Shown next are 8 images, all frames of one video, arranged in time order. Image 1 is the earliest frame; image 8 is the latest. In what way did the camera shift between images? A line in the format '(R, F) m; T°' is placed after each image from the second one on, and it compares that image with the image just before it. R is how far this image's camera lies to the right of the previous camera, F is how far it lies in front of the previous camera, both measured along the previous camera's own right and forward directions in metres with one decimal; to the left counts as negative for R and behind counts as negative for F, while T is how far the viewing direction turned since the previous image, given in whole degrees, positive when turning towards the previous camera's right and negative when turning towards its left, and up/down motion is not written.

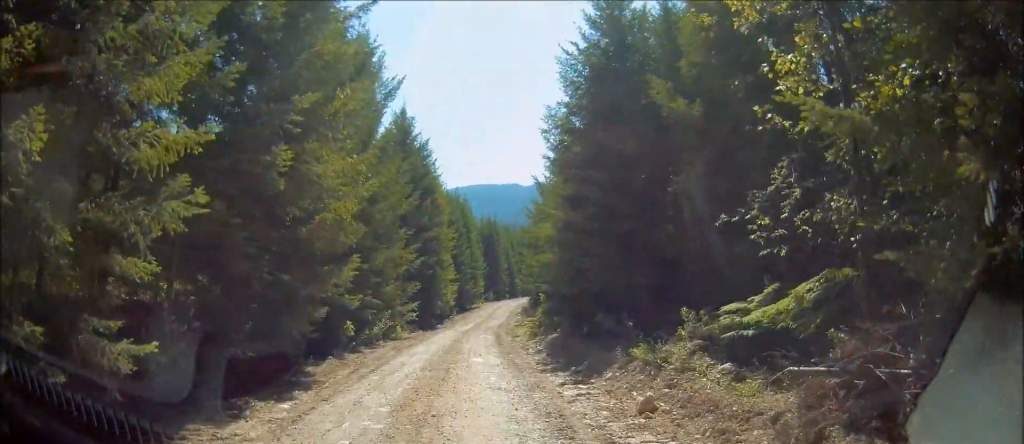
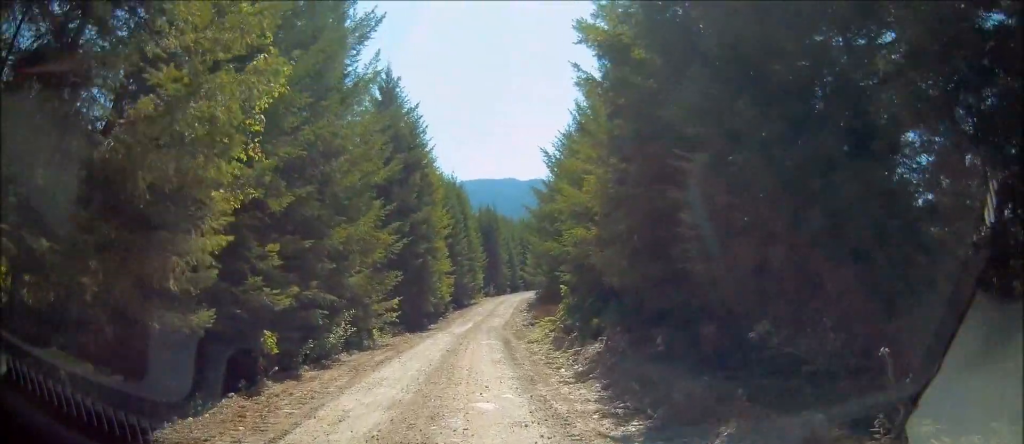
(+0.5, +7.2) m; +3°
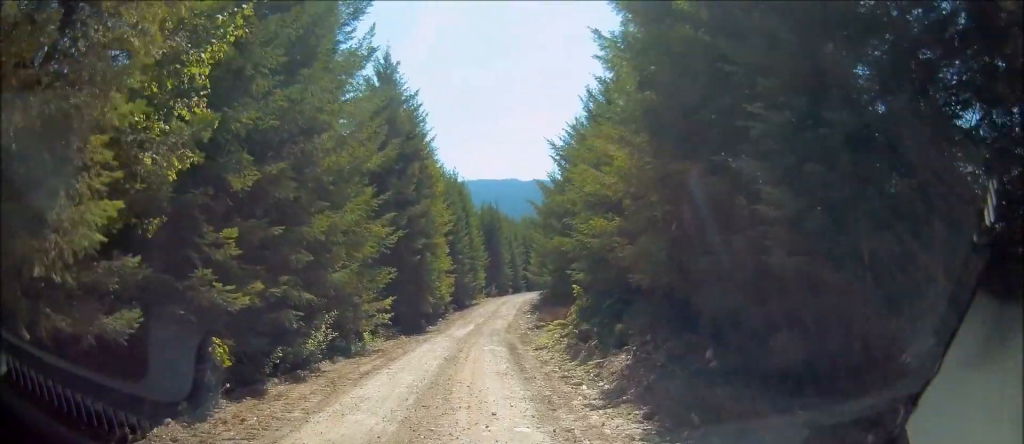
(+0.1, +2.4) m; 0°
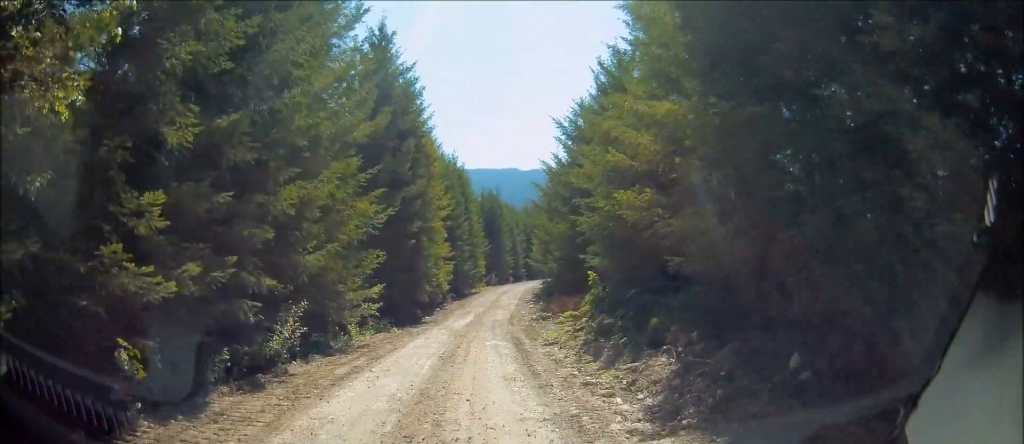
(-0.2, +2.5) m; 0°
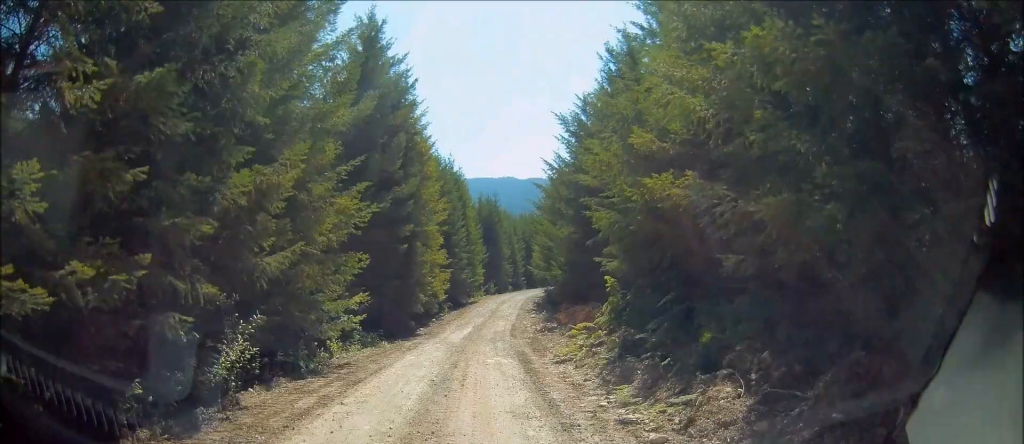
(-0.2, +2.5) m; 0°
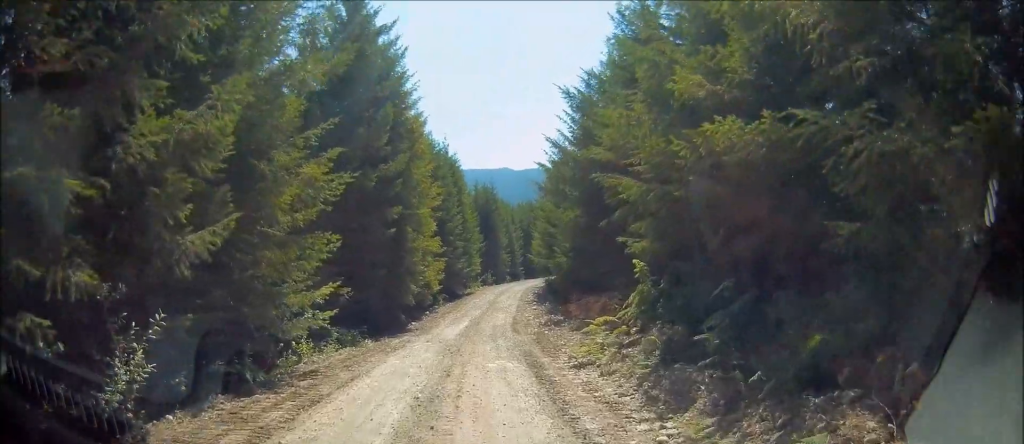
(+0.2, +2.9) m; +3°
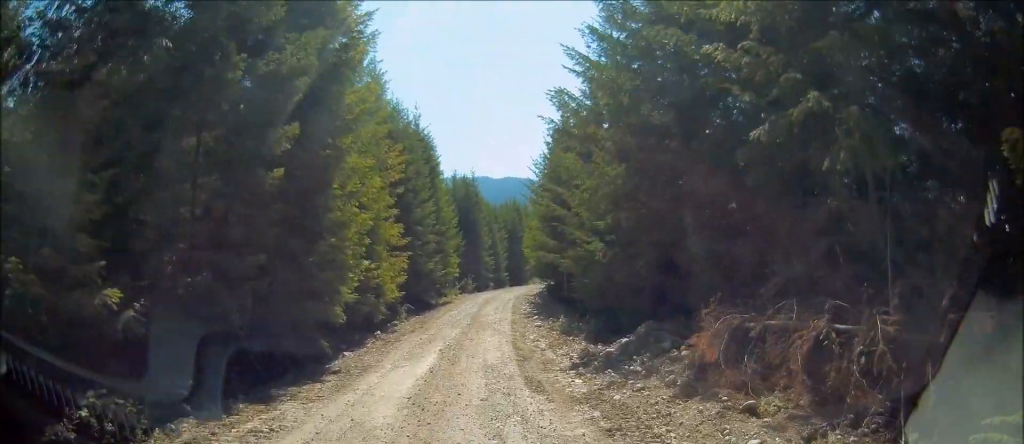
(+0.6, +11.8) m; 0°
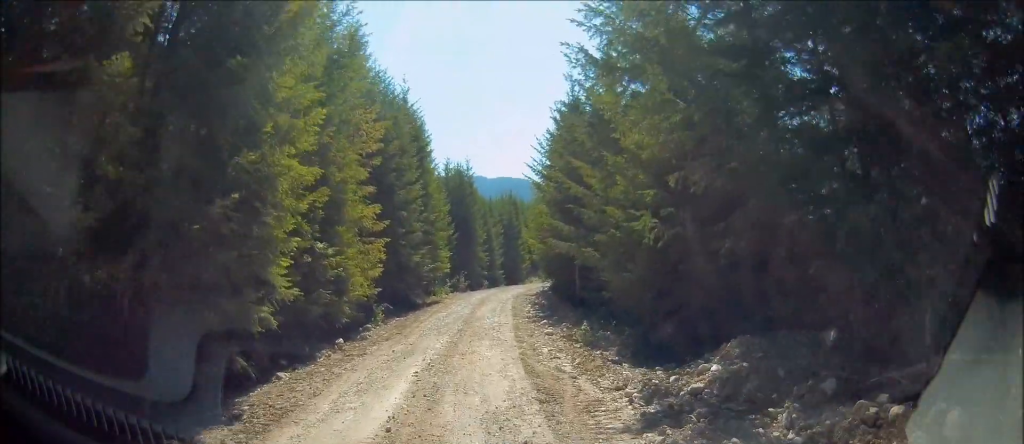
(-0.2, +5.4) m; 0°
